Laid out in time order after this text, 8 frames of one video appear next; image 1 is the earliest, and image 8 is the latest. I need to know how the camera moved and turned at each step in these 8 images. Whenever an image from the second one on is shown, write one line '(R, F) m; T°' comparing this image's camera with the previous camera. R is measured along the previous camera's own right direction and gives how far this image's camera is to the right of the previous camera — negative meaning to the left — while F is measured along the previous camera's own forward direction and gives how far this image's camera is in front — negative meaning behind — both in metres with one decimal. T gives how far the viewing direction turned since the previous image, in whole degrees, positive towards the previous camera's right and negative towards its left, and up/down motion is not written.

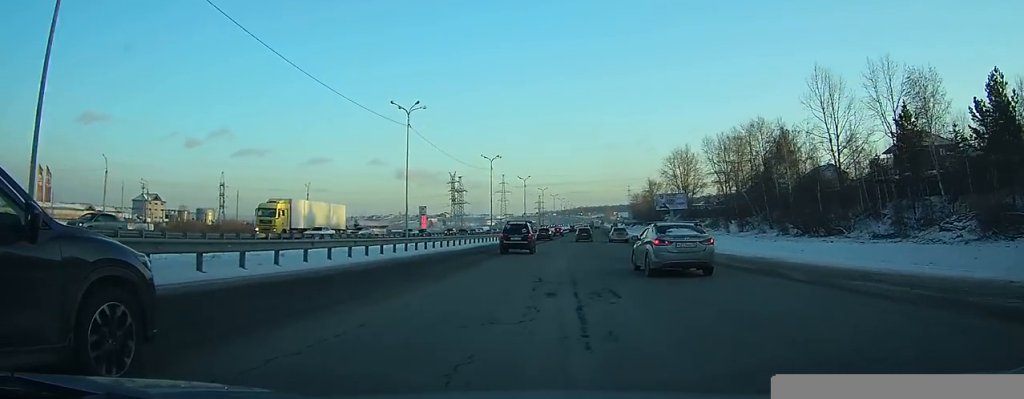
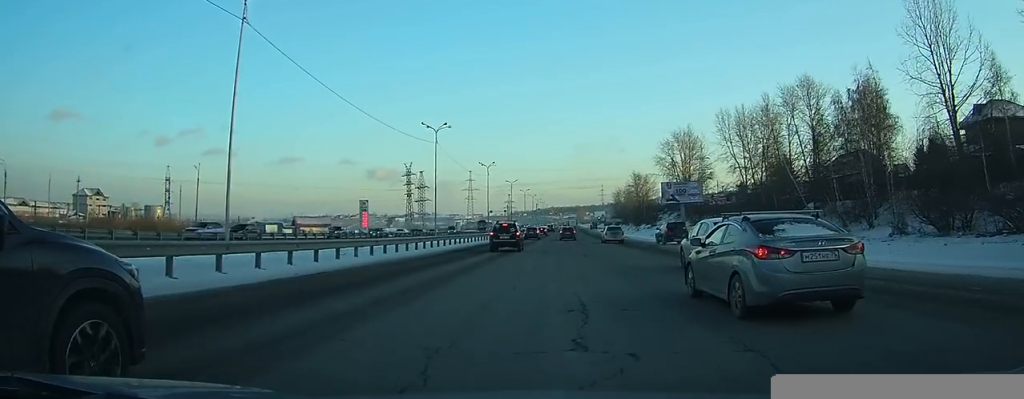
(+0.7, +29.2) m; +3°
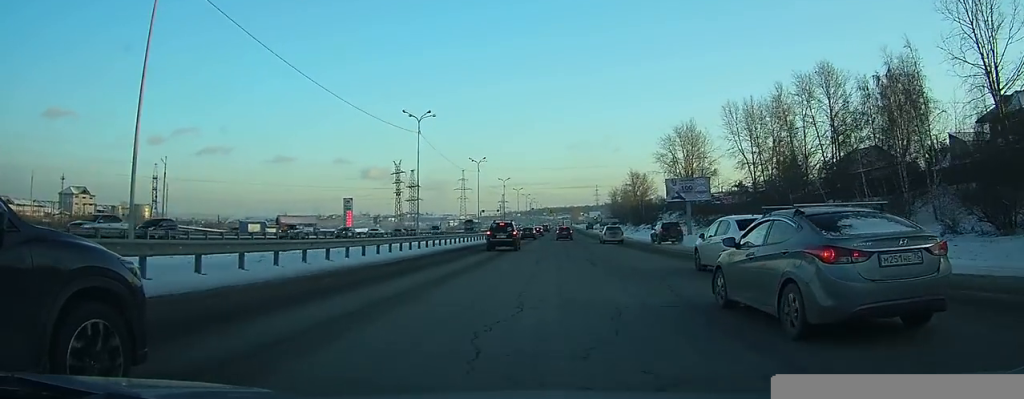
(+0.1, +6.8) m; +1°
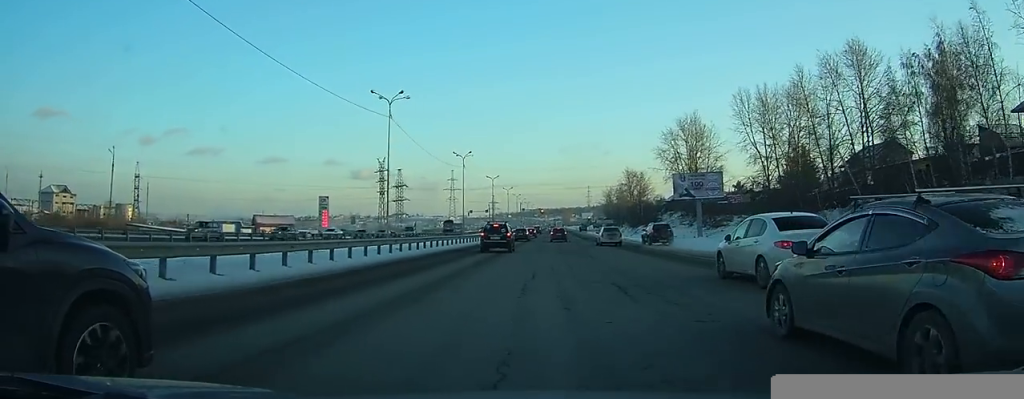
(+0.1, +9.1) m; +1°
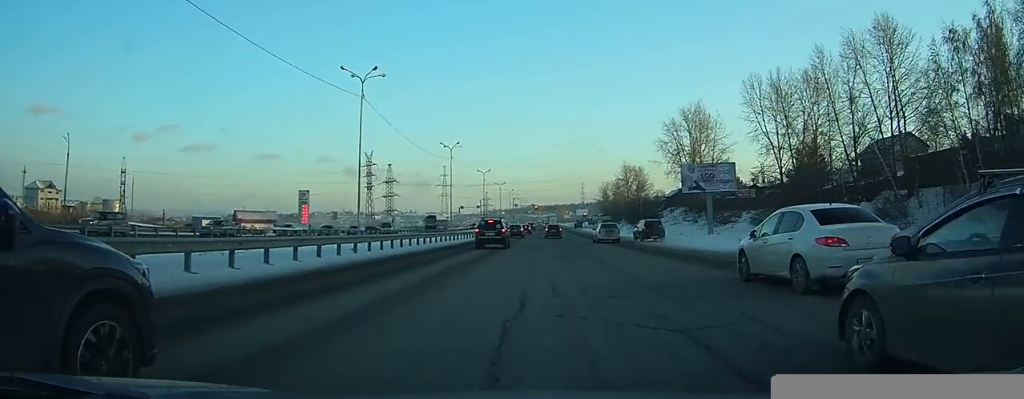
(0.0, +6.8) m; 0°
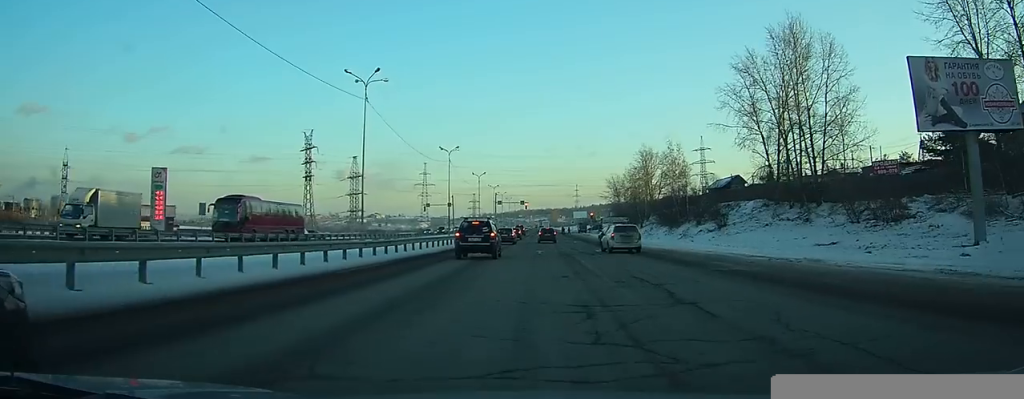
(+1.2, +42.5) m; +3°
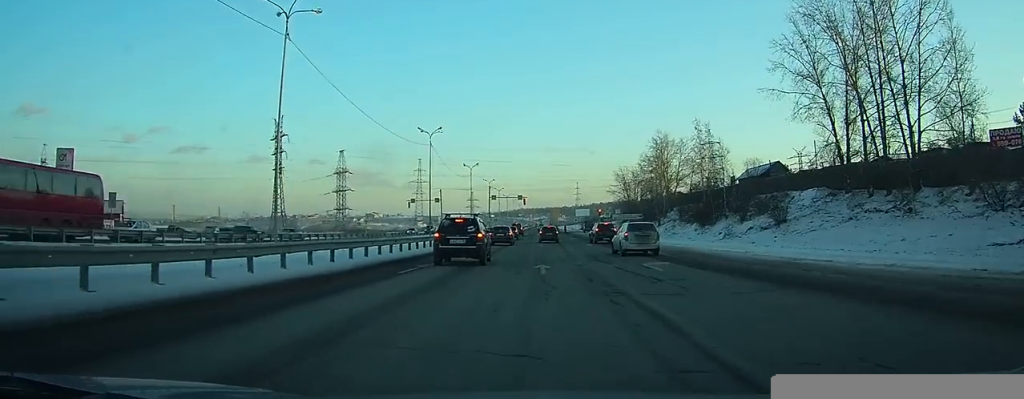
(+0.1, +16.9) m; 0°
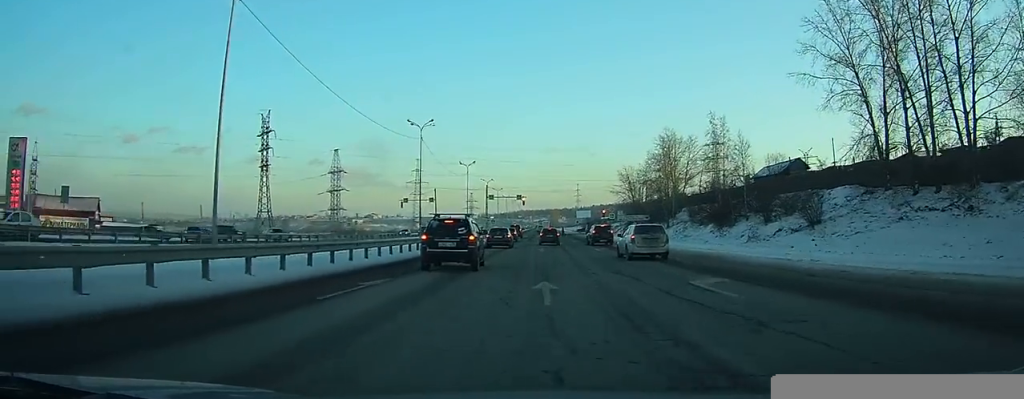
(0.0, +6.9) m; 0°
